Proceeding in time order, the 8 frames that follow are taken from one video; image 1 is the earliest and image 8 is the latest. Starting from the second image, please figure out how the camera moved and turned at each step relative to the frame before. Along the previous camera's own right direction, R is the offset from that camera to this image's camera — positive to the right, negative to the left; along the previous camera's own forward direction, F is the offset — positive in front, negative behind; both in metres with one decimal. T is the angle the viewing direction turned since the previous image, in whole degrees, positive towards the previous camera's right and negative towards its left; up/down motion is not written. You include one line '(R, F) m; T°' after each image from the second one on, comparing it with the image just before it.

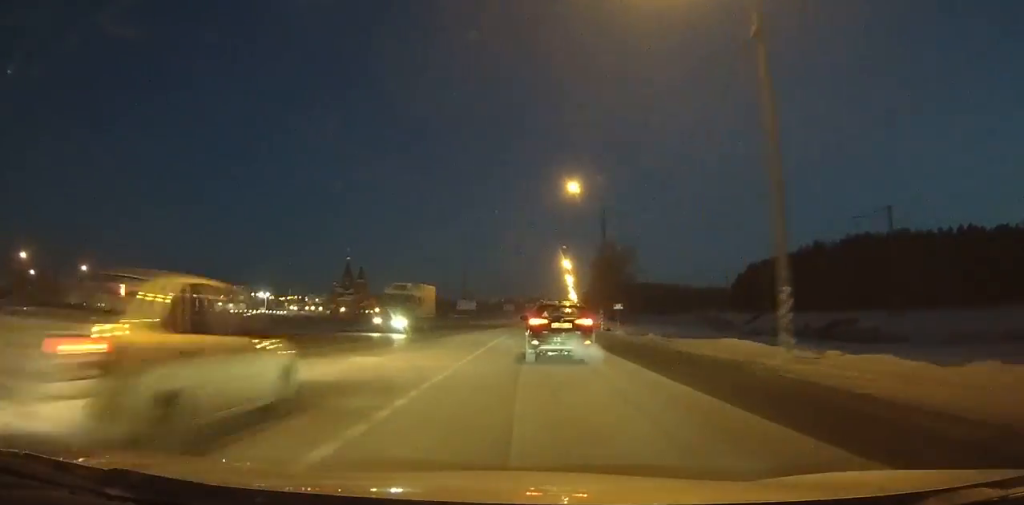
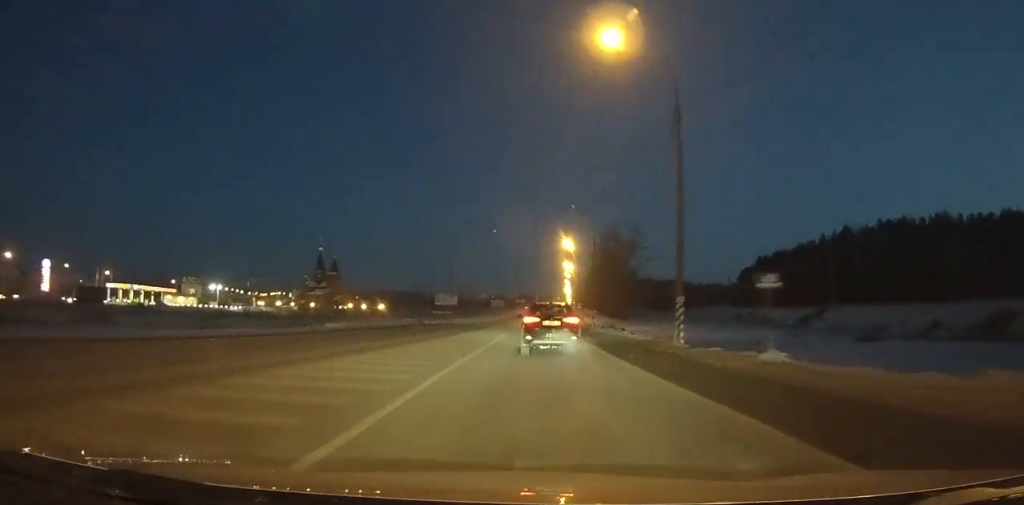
(+0.4, +28.0) m; +1°
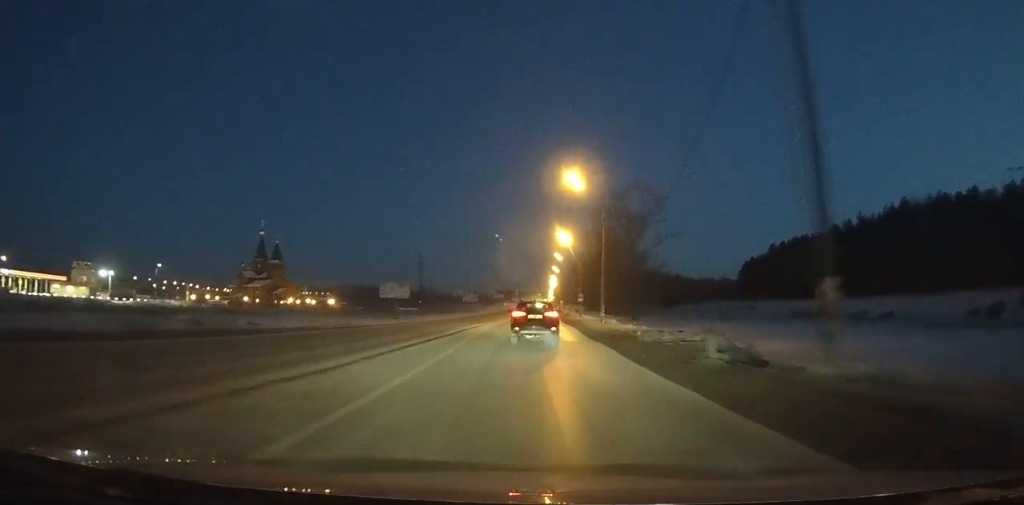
(+0.4, +41.4) m; +1°
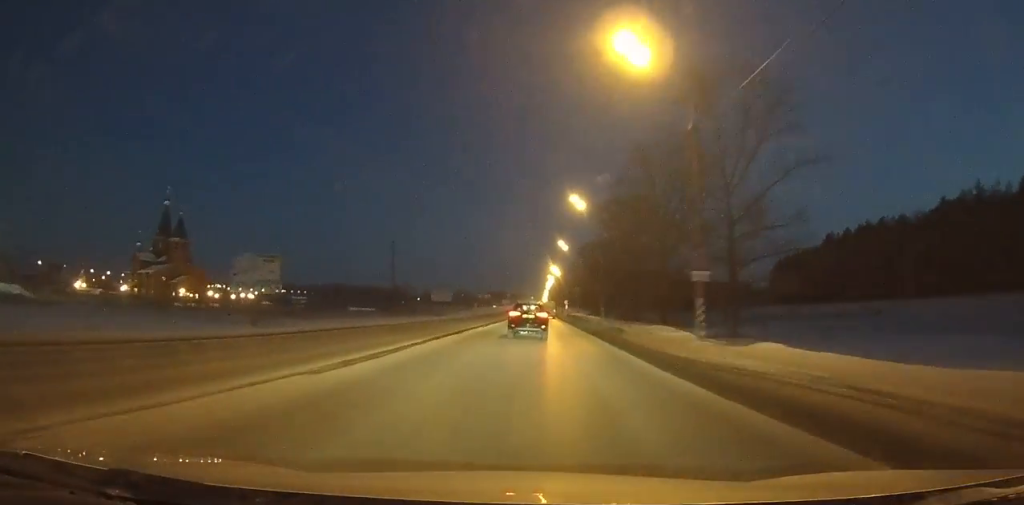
(+0.4, +57.6) m; +1°
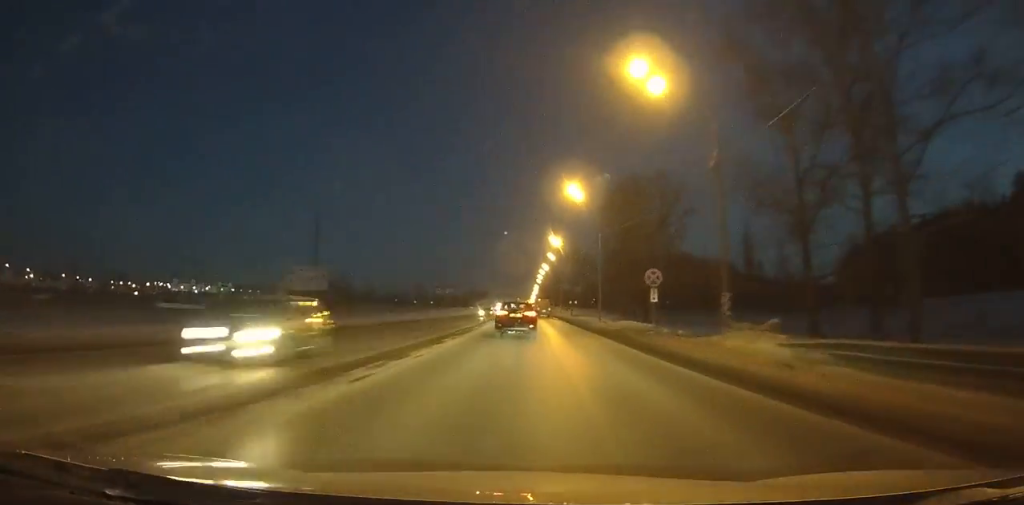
(+0.7, +96.9) m; +1°
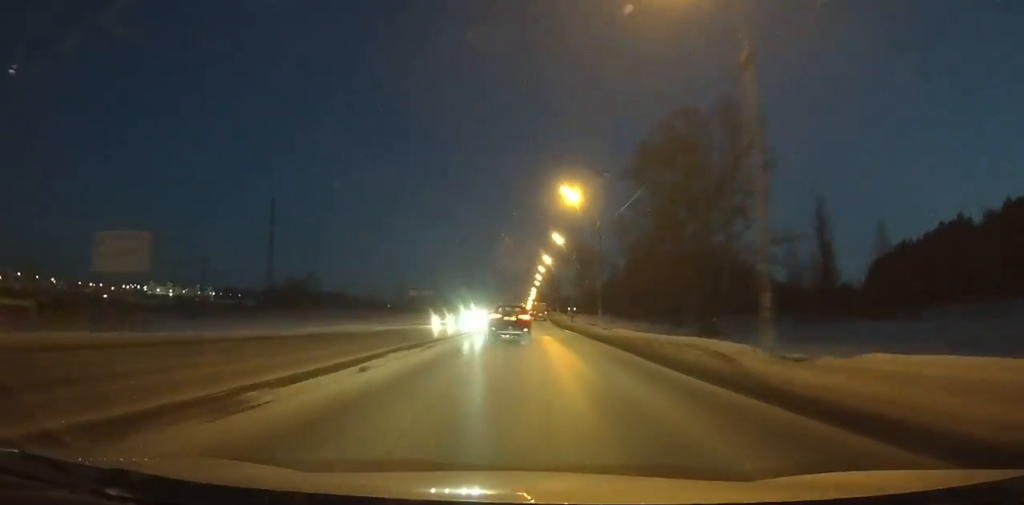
(+0.1, +36.4) m; 0°
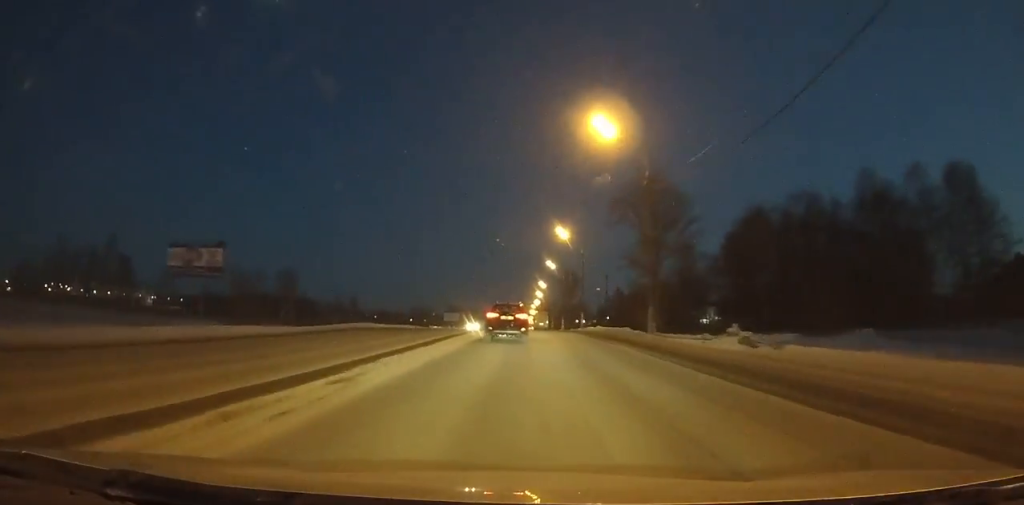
(+0.7, +113.0) m; 0°
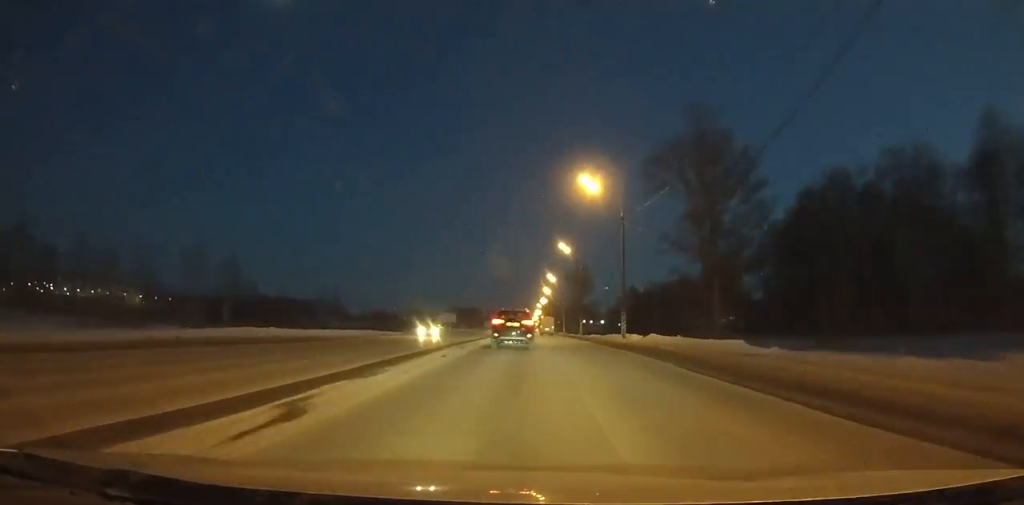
(0.0, +26.1) m; 0°
